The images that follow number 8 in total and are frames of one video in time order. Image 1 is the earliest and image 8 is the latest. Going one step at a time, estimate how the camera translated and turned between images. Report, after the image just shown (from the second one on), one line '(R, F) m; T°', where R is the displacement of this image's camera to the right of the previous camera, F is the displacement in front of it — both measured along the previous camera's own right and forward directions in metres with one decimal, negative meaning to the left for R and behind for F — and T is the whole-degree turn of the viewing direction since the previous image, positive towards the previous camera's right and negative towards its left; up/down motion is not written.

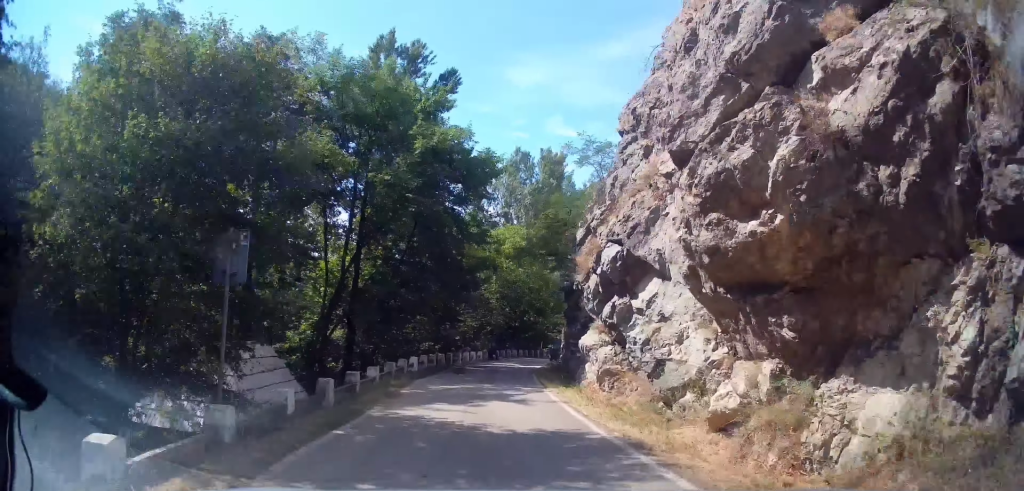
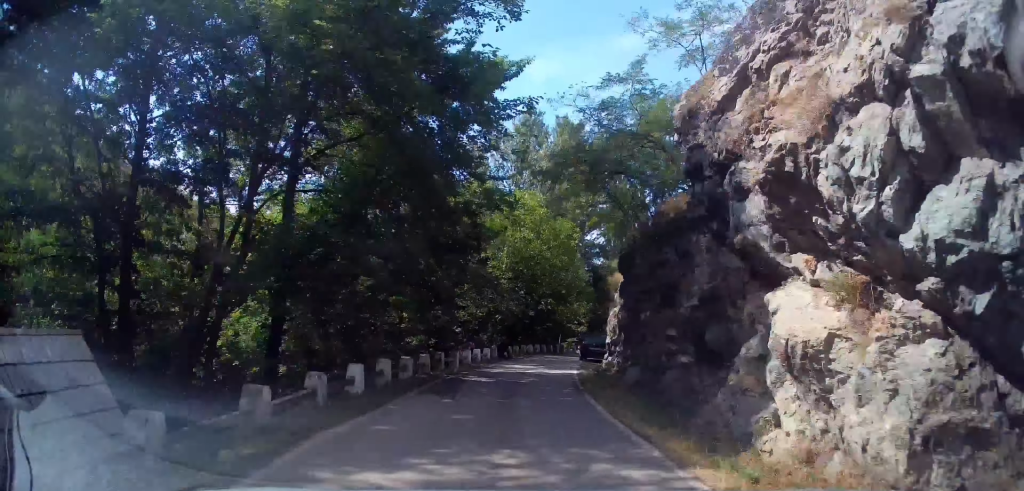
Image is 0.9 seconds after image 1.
(-0.2, +9.3) m; -3°
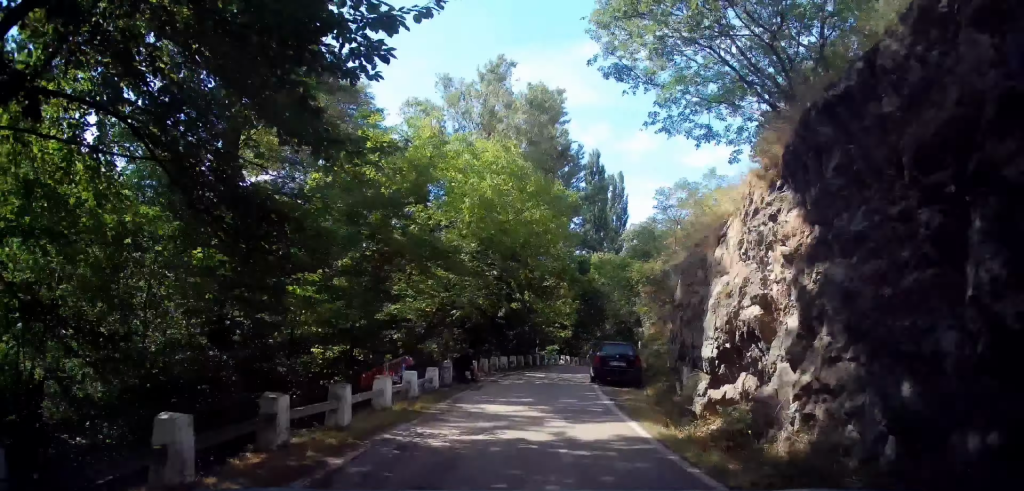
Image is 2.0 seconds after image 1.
(-0.2, +11.5) m; +2°
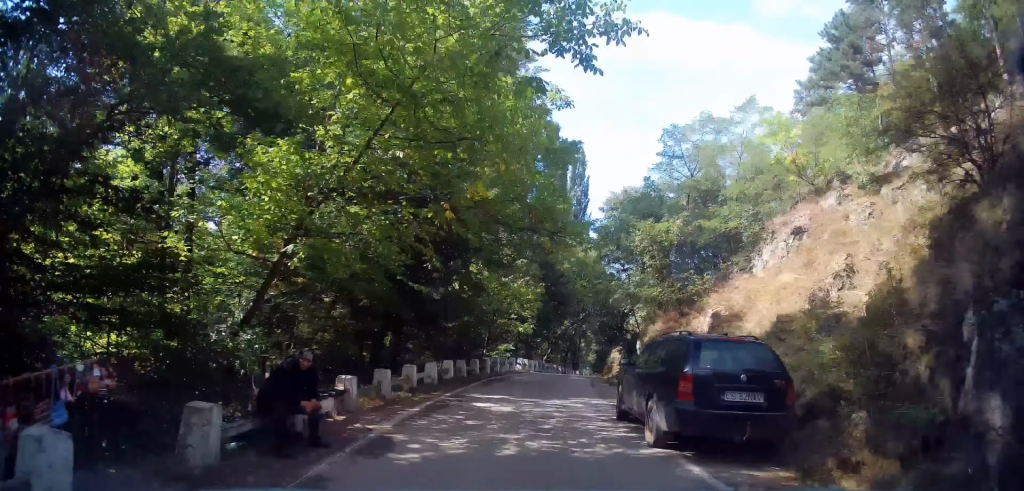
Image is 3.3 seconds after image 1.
(+0.6, +12.2) m; +7°
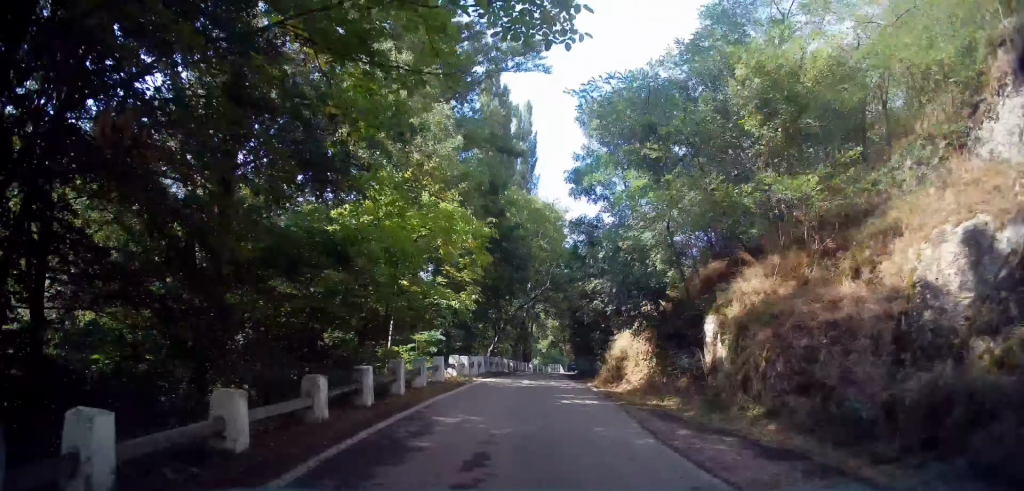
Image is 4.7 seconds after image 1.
(+1.4, +13.4) m; +8°
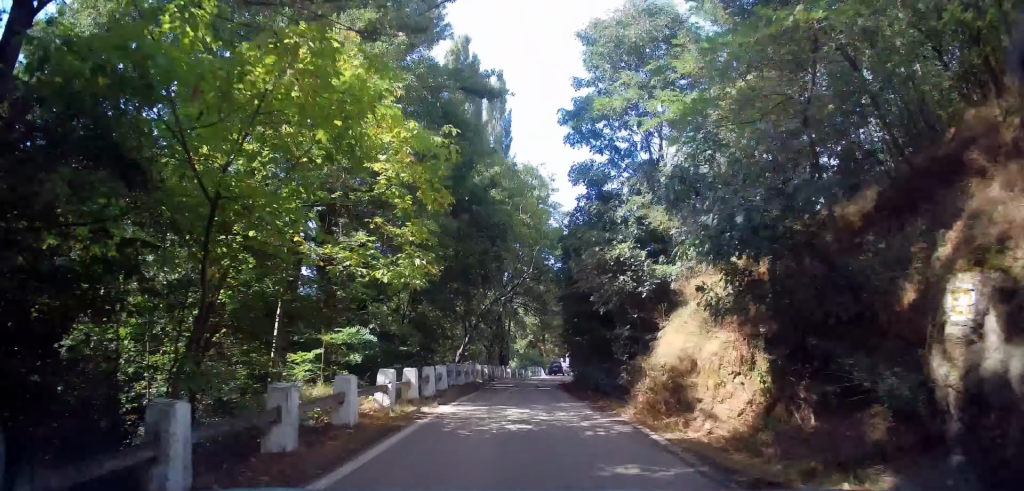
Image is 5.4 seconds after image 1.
(-0.2, +6.8) m; 0°
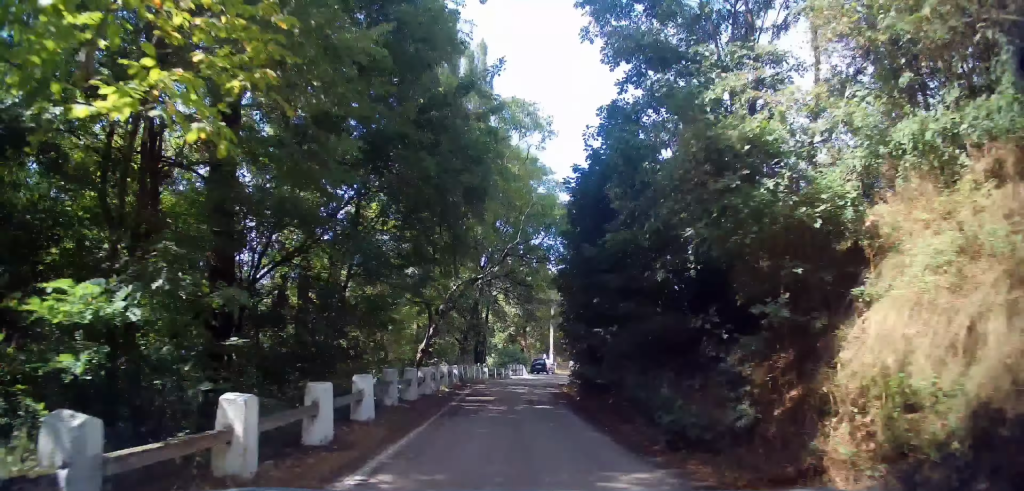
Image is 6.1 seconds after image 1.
(0.0, +6.7) m; +1°
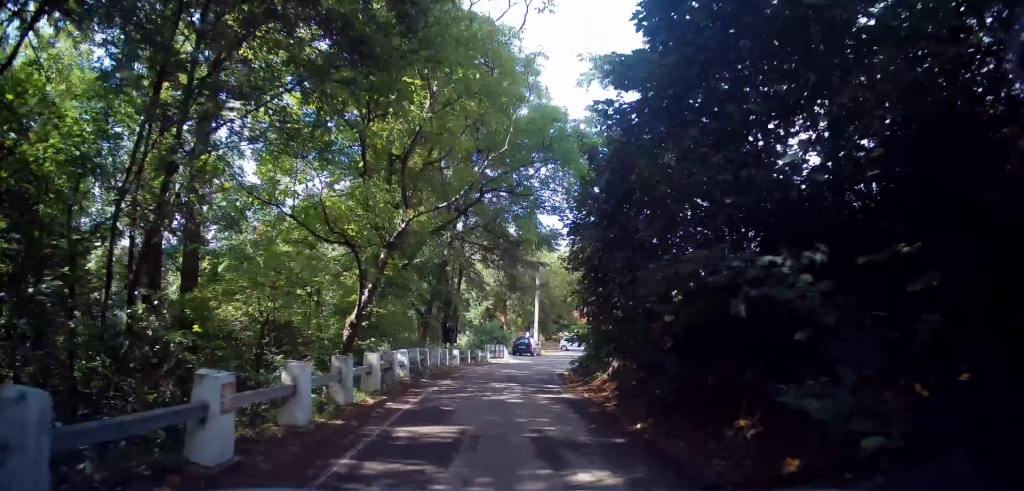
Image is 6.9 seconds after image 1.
(+0.2, +7.9) m; +3°
